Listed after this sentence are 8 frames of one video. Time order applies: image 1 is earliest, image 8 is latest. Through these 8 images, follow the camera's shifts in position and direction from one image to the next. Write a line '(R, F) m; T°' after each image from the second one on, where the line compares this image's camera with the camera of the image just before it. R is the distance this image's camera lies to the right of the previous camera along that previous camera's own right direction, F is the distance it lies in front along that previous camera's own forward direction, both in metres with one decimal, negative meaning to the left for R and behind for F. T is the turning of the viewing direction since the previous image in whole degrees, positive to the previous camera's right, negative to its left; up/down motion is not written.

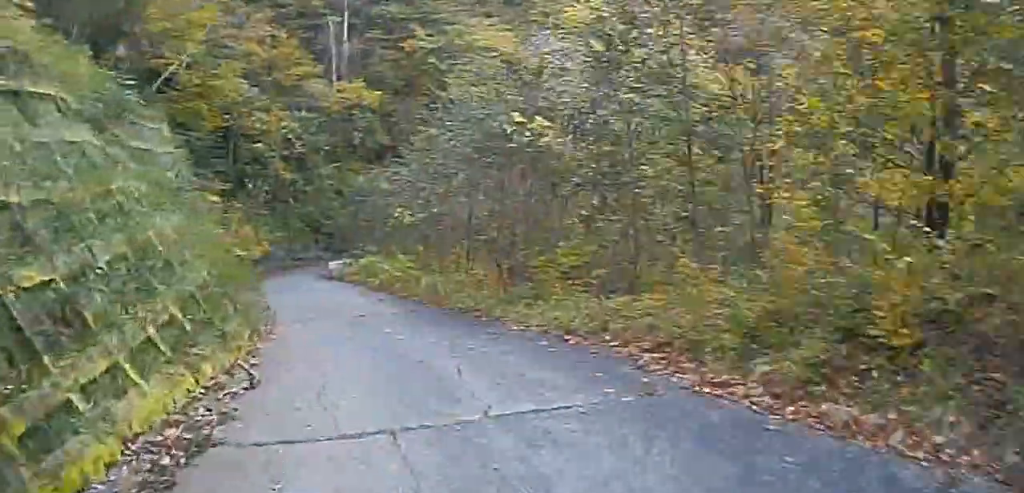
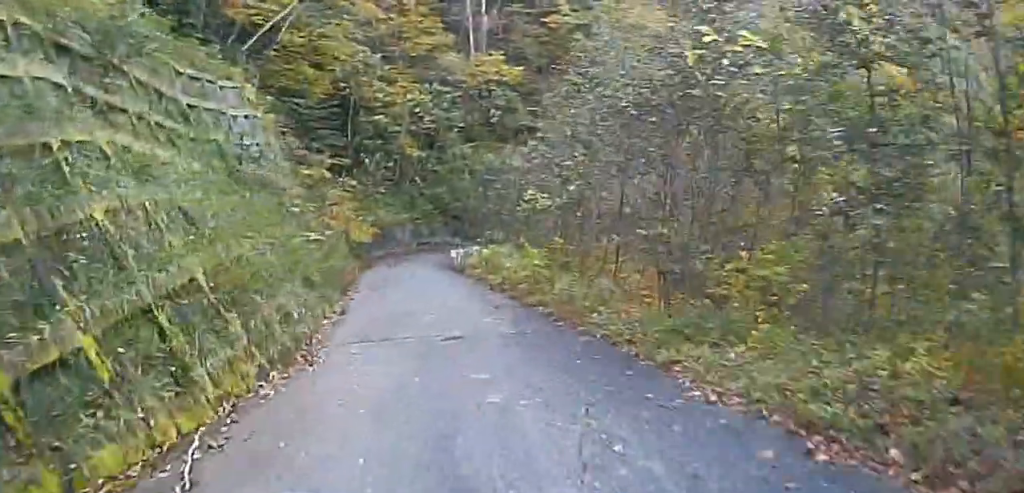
(-1.2, +4.2) m; -26°
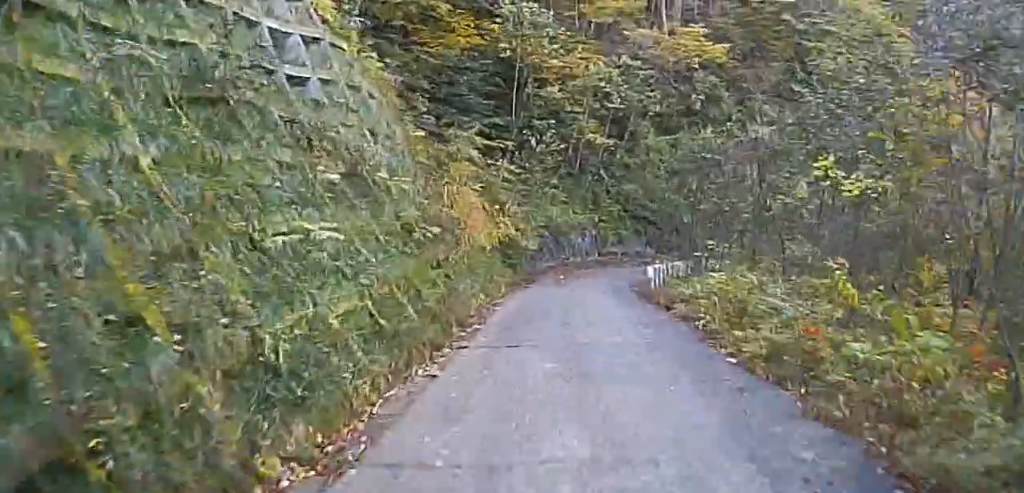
(-1.8, +8.7) m; -12°
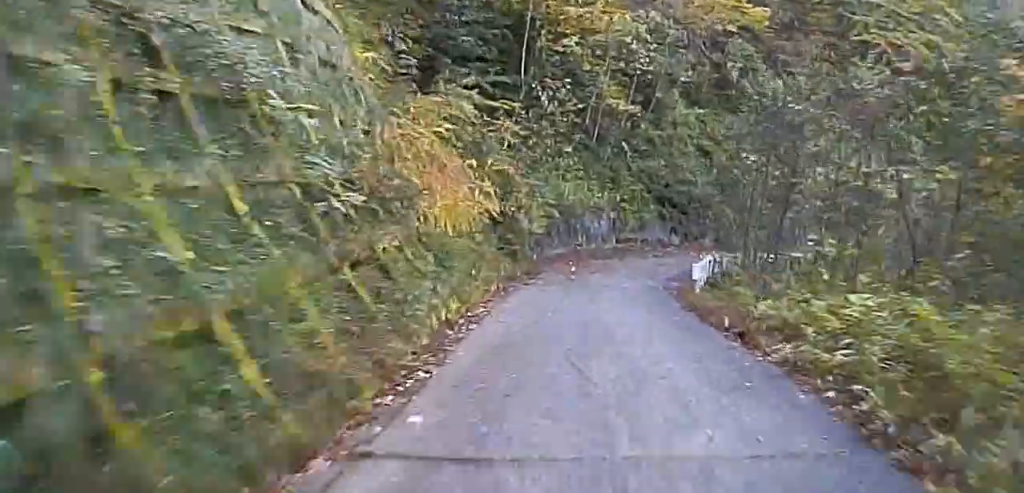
(0.0, +5.0) m; 0°
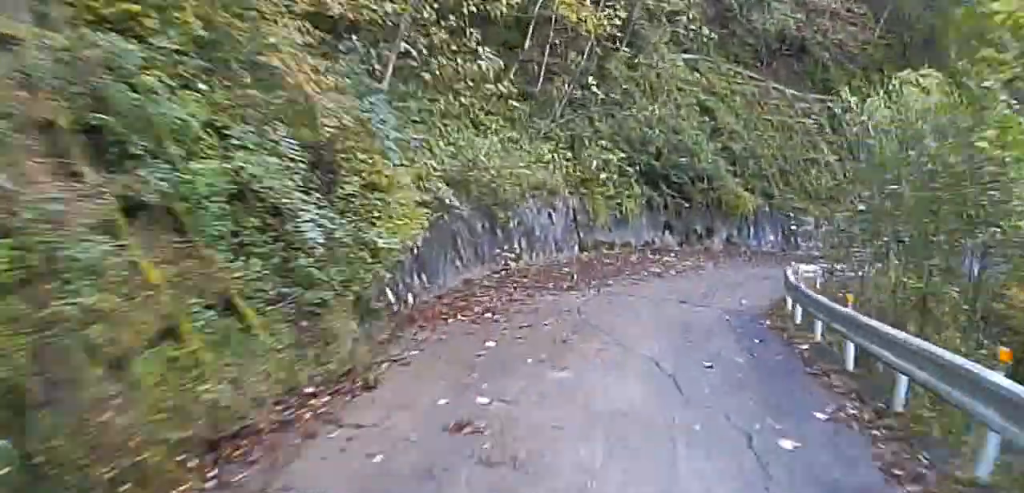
(-1.0, +12.5) m; -12°
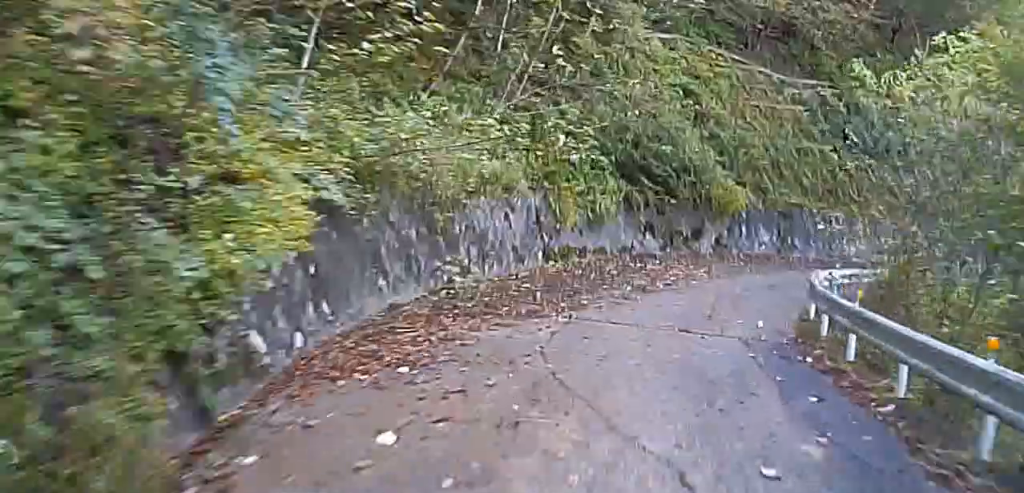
(-0.1, +3.5) m; -1°
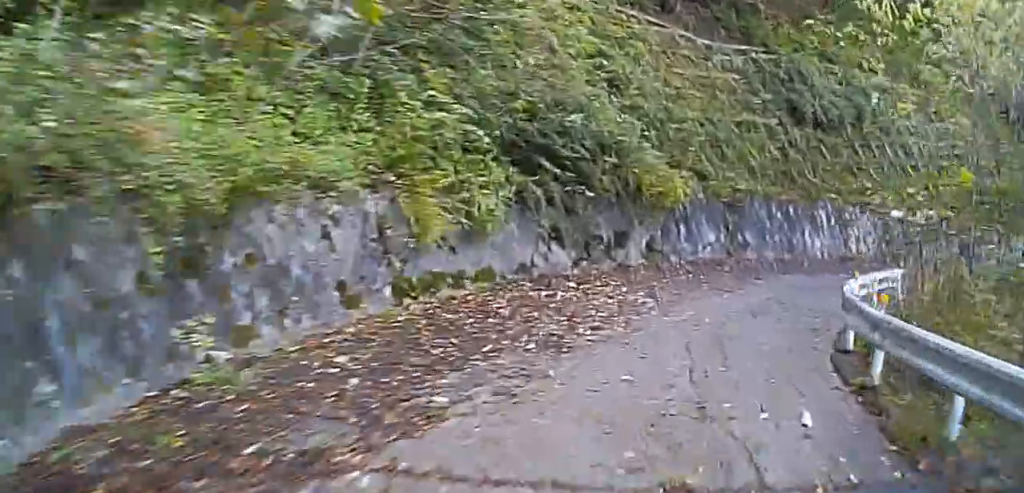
(-0.1, +6.3) m; +1°
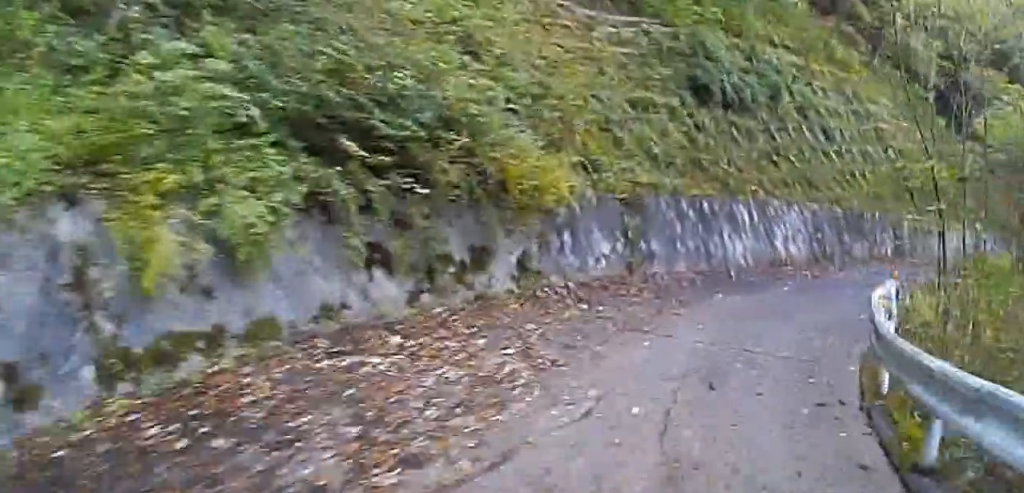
(+0.2, +5.2) m; +3°
